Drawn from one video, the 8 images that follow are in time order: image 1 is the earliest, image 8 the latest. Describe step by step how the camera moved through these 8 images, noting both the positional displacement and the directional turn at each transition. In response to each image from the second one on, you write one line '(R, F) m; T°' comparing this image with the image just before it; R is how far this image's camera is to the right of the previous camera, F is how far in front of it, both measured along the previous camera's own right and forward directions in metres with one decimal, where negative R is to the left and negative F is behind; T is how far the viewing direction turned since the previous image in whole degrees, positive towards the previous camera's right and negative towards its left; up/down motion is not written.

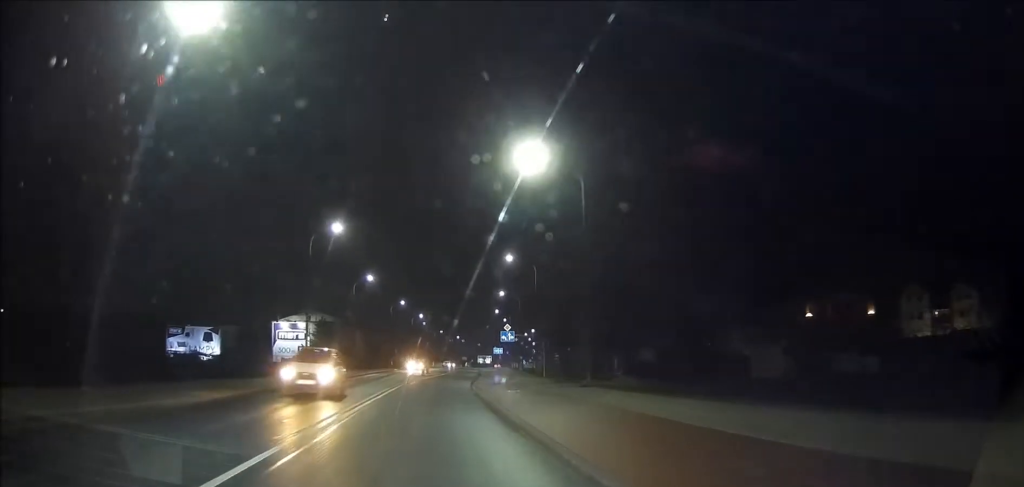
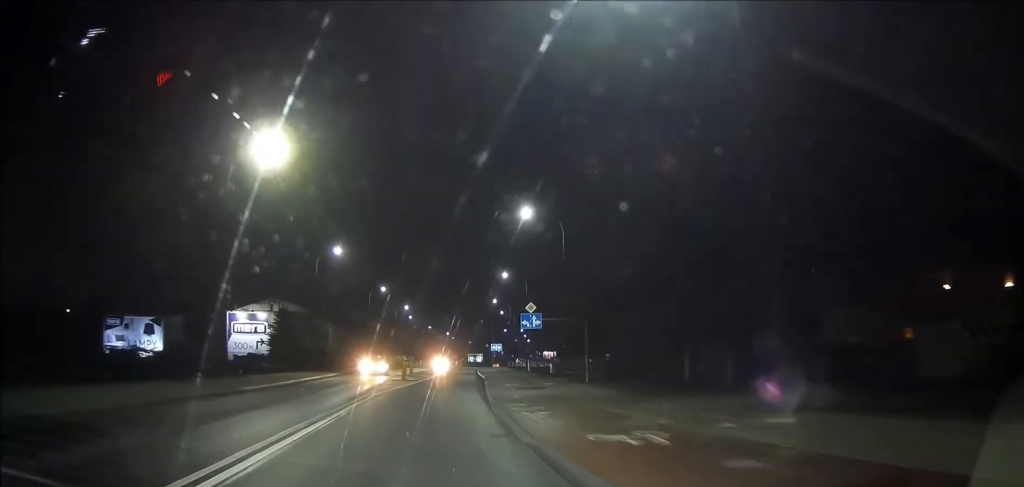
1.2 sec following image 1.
(+0.2, +18.2) m; +1°
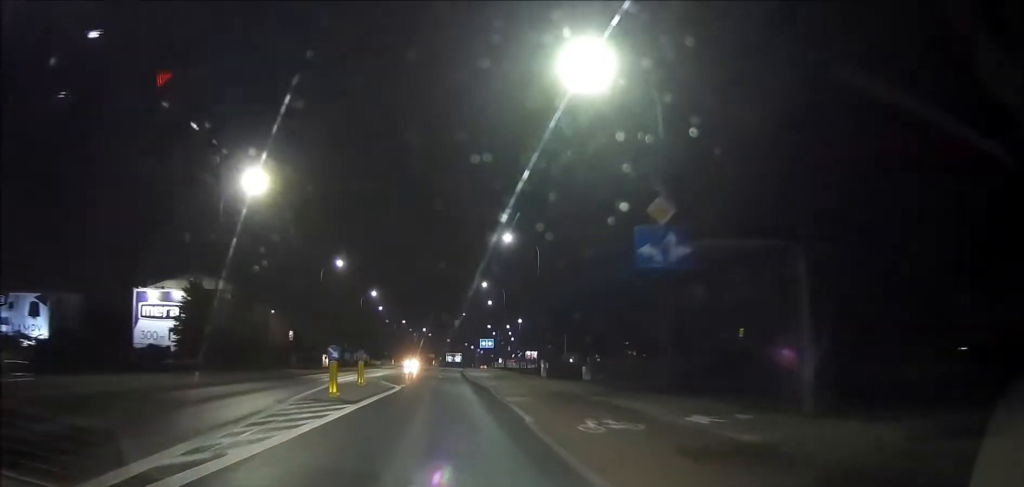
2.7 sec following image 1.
(+0.1, +22.9) m; +2°
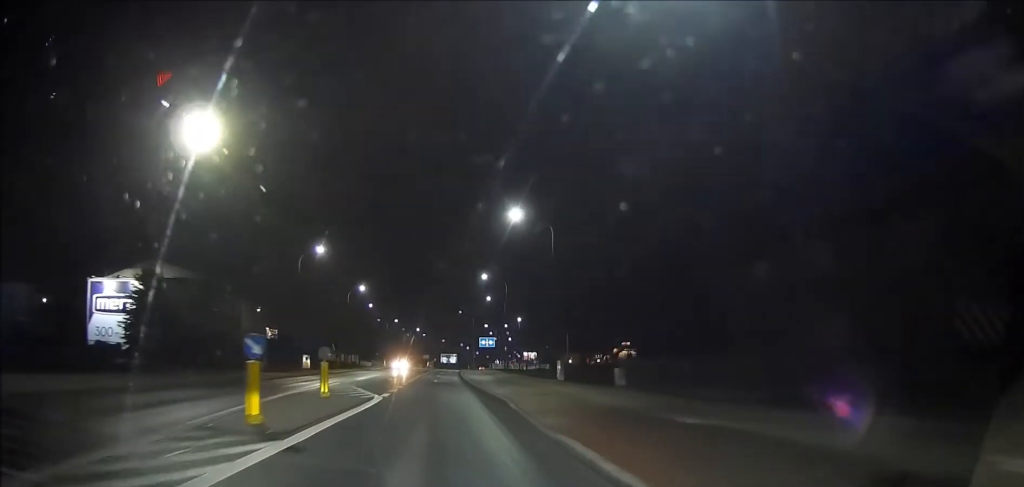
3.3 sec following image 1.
(+0.3, +8.5) m; +1°
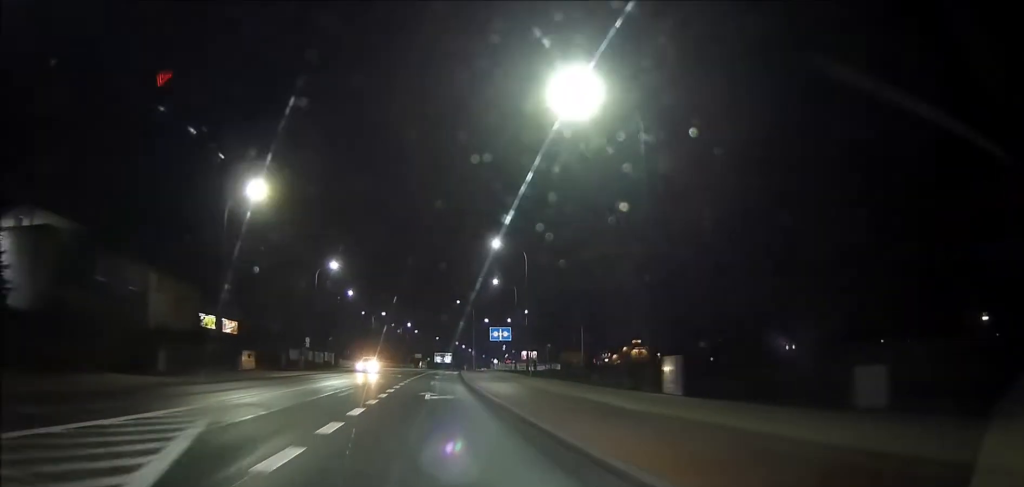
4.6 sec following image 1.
(+0.3, +19.9) m; +1°
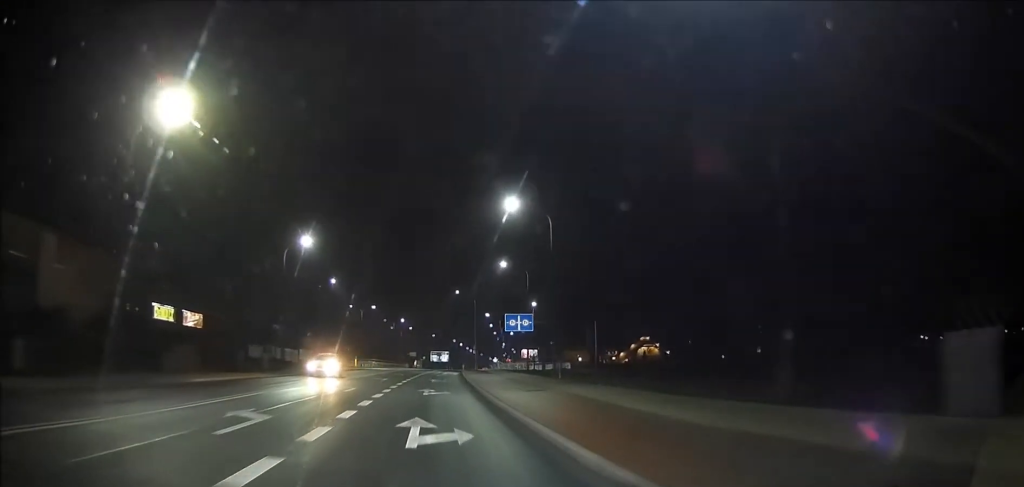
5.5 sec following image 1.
(0.0, +13.3) m; 0°
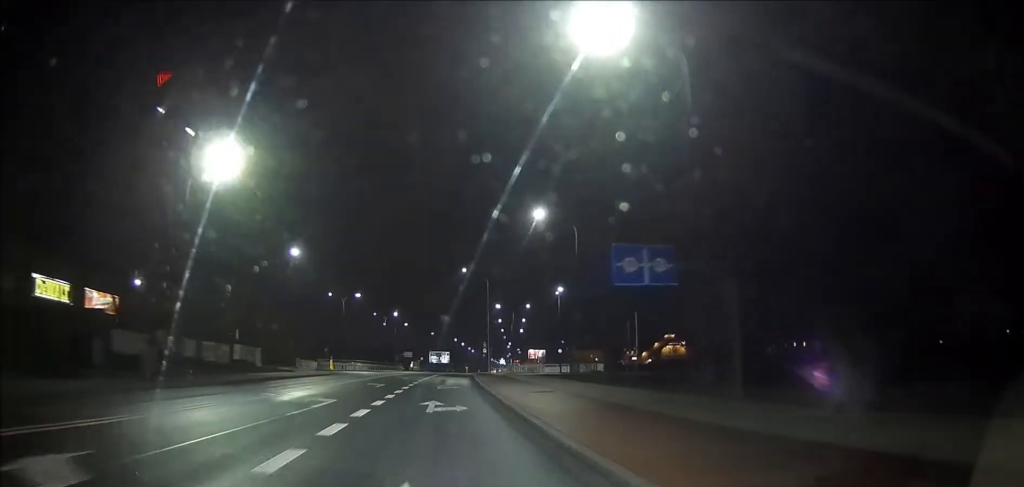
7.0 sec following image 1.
(+0.1, +22.8) m; +1°
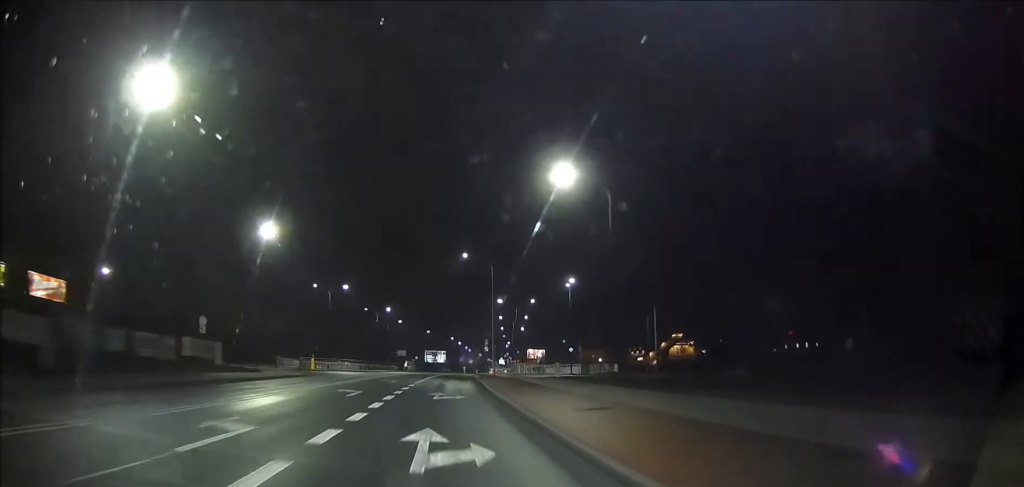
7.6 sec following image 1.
(+0.2, +9.0) m; 0°
